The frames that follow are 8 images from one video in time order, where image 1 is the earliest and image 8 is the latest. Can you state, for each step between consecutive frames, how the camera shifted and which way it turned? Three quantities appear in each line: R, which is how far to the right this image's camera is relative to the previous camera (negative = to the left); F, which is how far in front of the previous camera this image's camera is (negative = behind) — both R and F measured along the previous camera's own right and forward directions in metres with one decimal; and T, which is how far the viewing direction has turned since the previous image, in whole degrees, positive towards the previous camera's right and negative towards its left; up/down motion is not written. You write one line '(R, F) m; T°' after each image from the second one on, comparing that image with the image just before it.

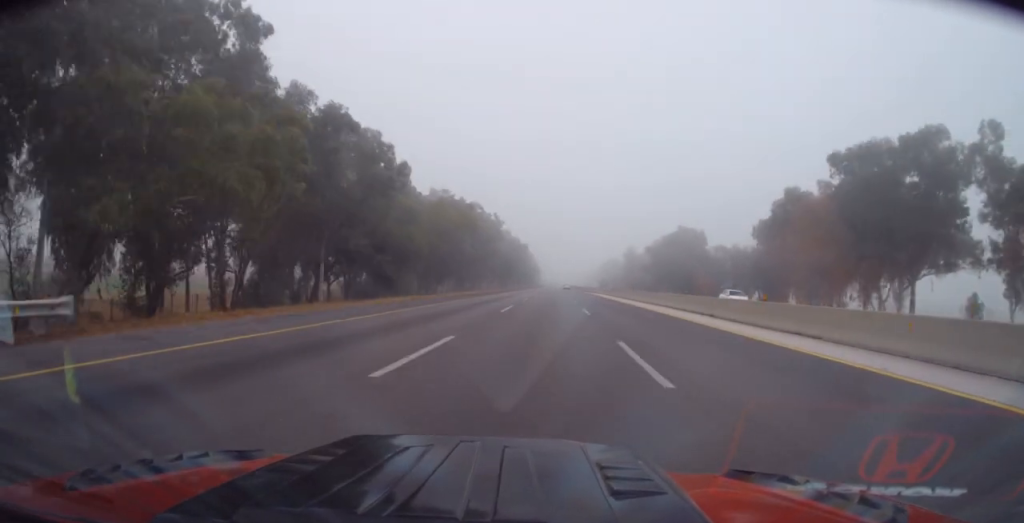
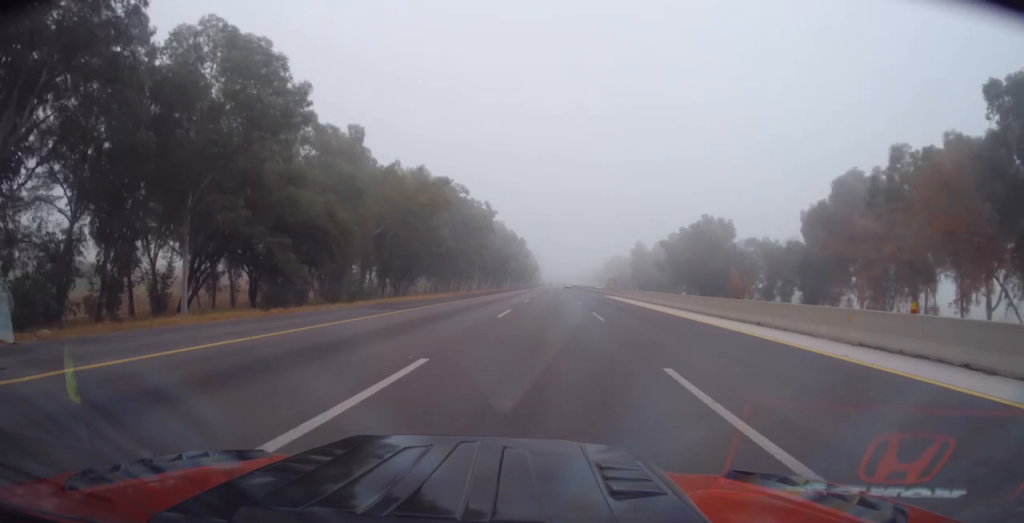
(+0.1, +22.1) m; 0°
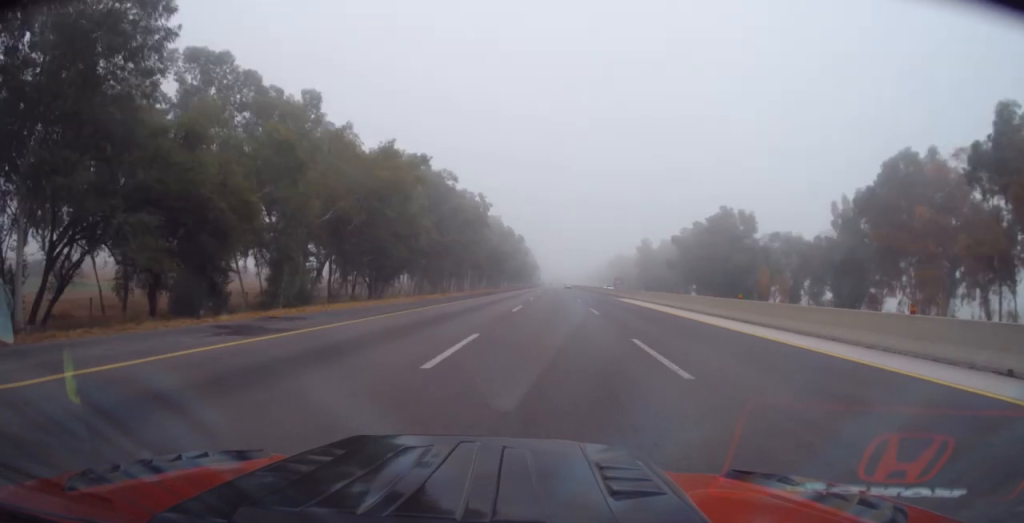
(-0.2, +12.8) m; 0°
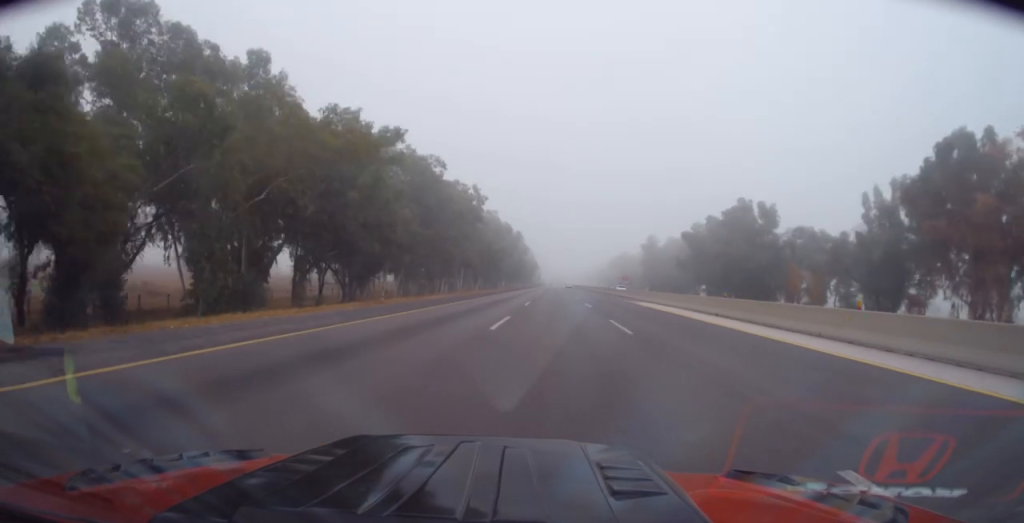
(0.0, +10.3) m; 0°
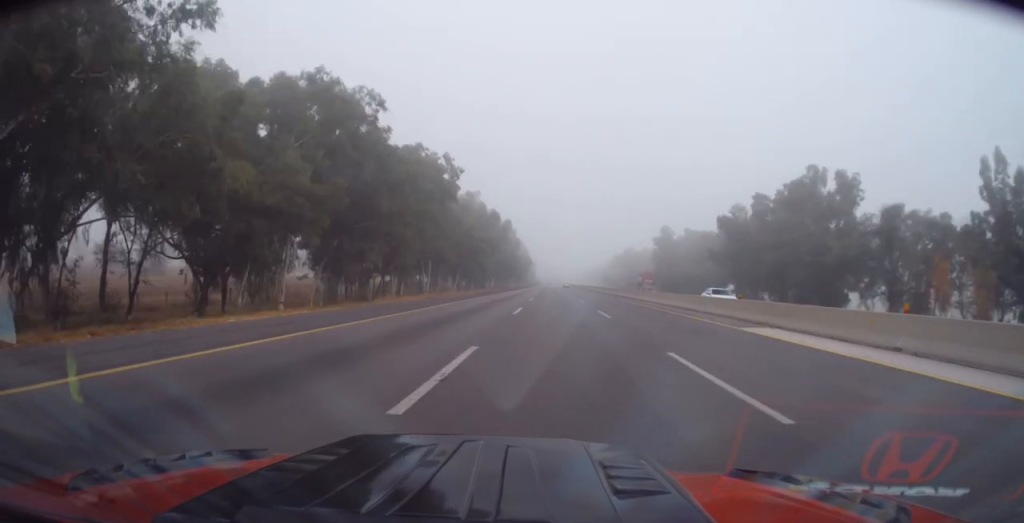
(+0.4, +28.4) m; +1°
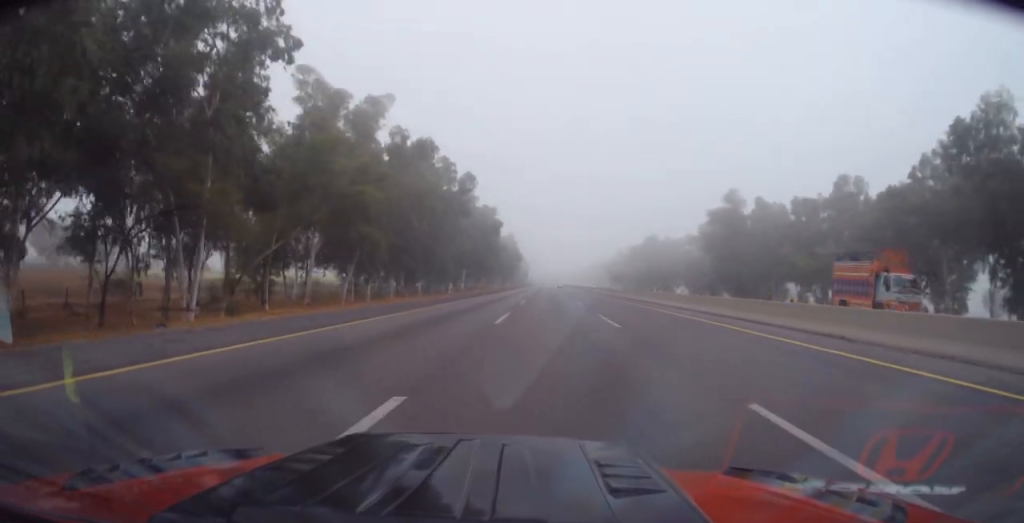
(-0.7, +59.7) m; 0°
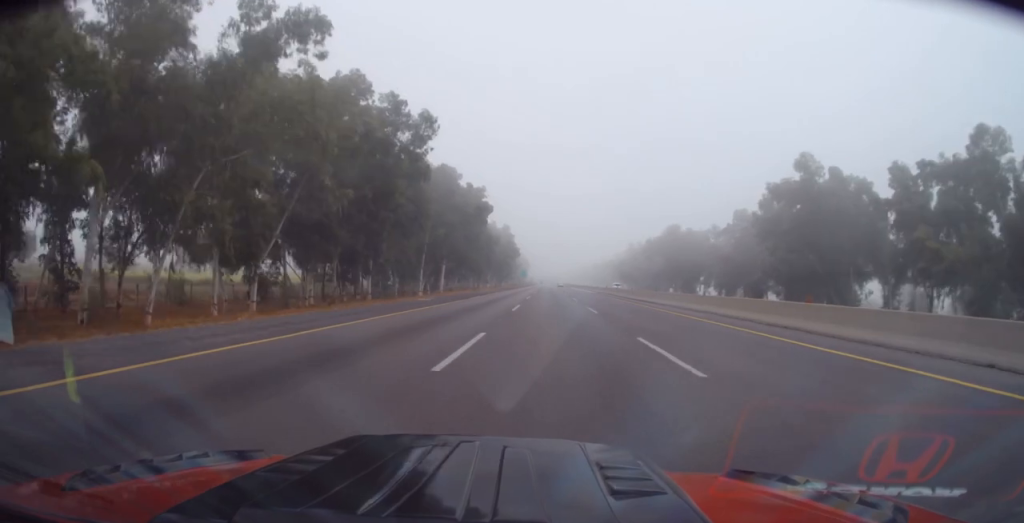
(+0.2, +27.7) m; 0°
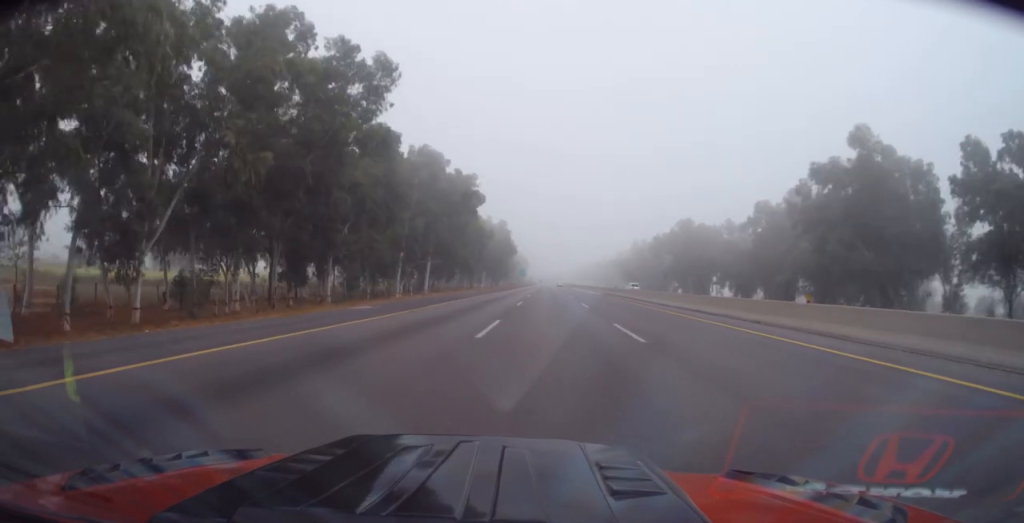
(0.0, +13.0) m; 0°
